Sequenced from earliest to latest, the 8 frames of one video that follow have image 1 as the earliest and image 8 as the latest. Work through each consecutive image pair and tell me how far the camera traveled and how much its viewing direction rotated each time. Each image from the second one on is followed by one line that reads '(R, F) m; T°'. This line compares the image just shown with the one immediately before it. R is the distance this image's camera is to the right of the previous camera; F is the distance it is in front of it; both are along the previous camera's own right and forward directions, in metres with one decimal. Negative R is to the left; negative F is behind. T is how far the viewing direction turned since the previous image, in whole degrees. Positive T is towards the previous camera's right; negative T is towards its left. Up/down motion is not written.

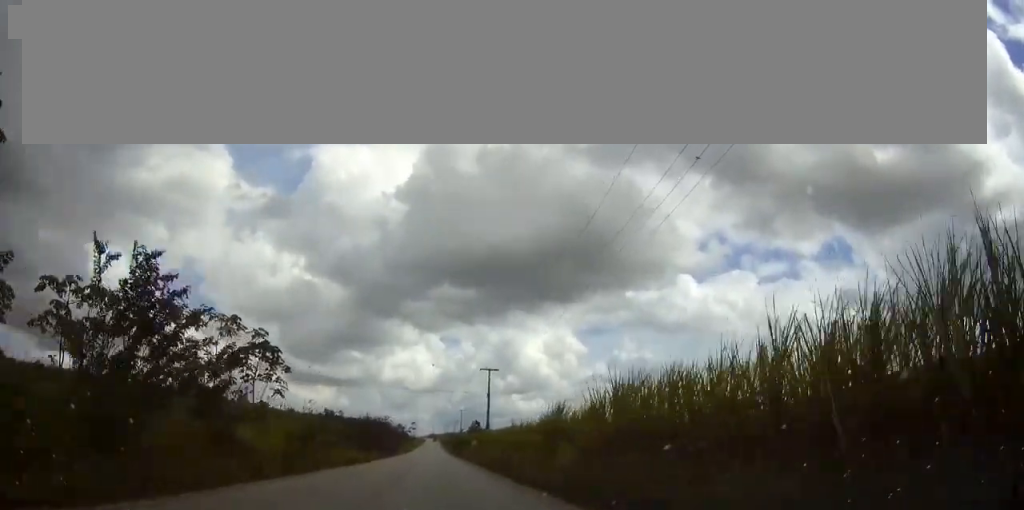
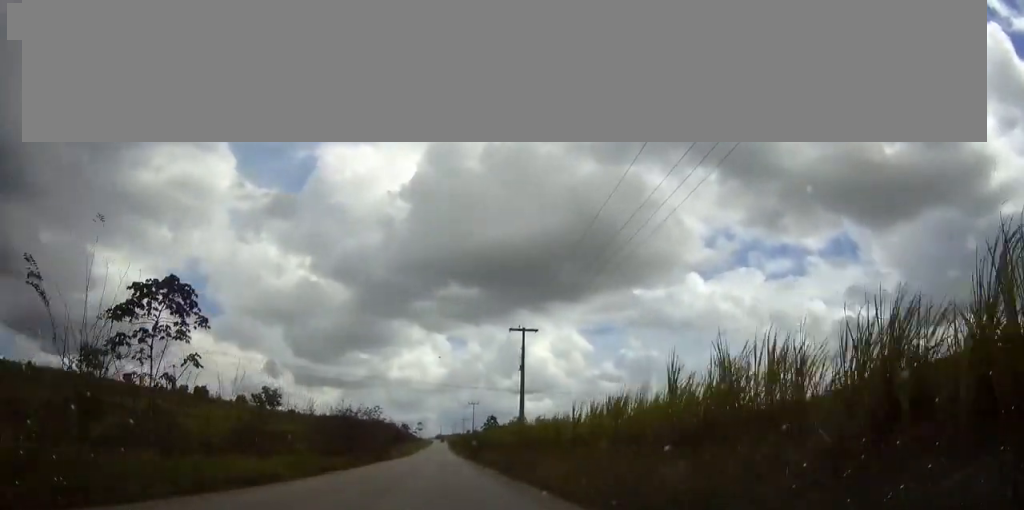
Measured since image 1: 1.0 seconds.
(+0.1, +22.9) m; 0°
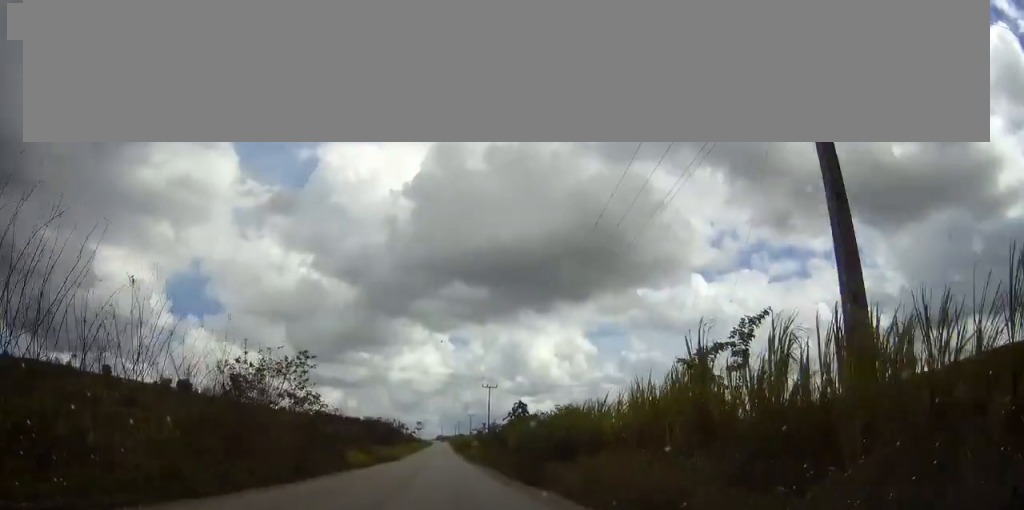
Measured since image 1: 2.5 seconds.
(-0.4, +36.3) m; -1°
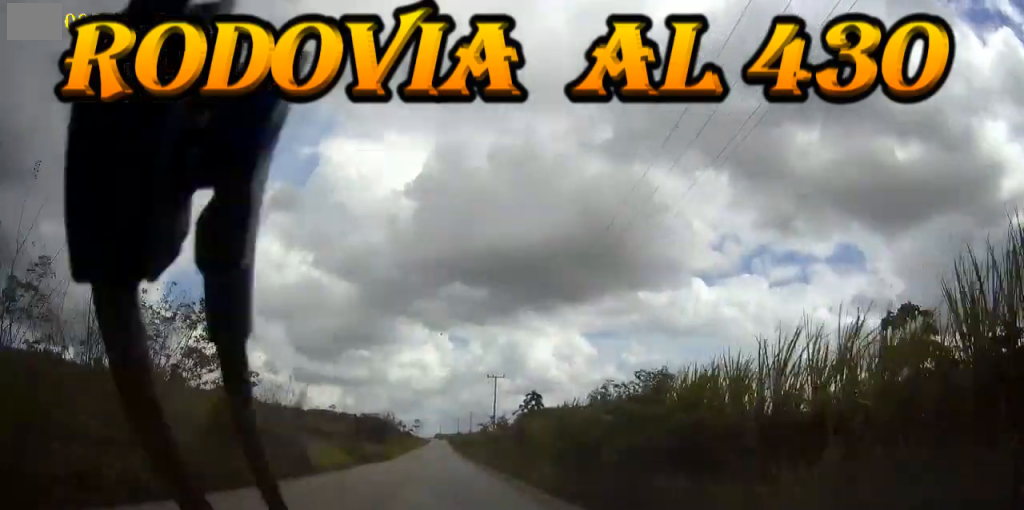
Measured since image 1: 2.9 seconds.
(0.0, +11.5) m; 0°
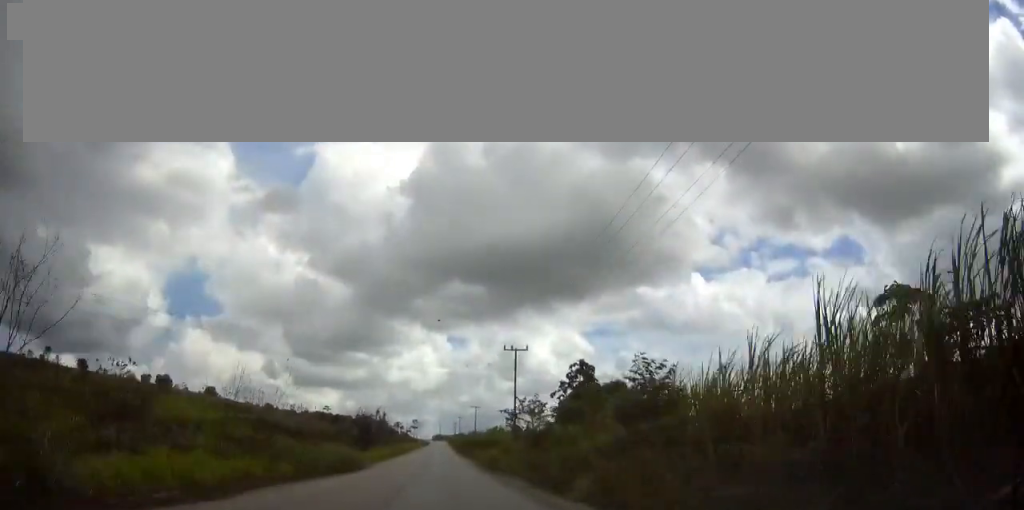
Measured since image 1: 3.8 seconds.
(+0.1, +21.4) m; 0°
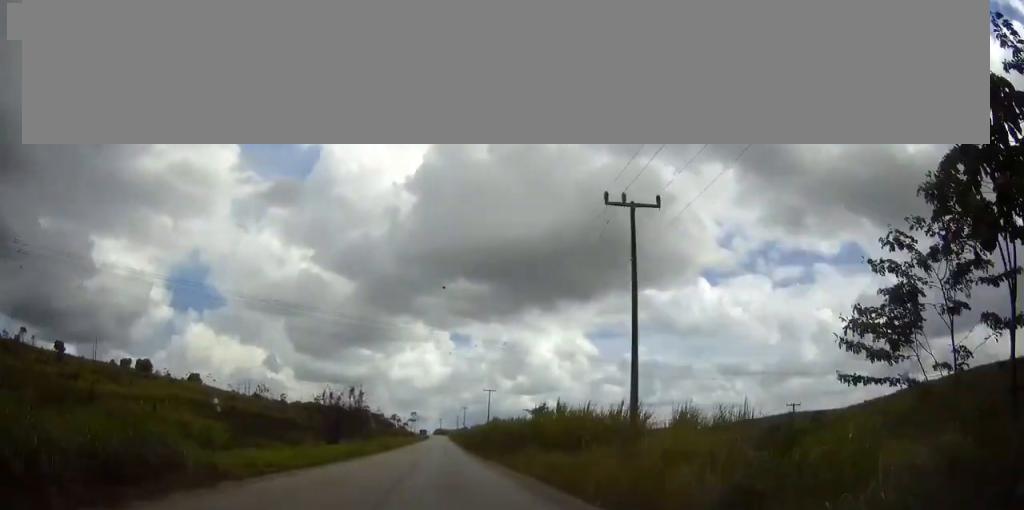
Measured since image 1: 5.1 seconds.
(-0.1, +34.3) m; 0°
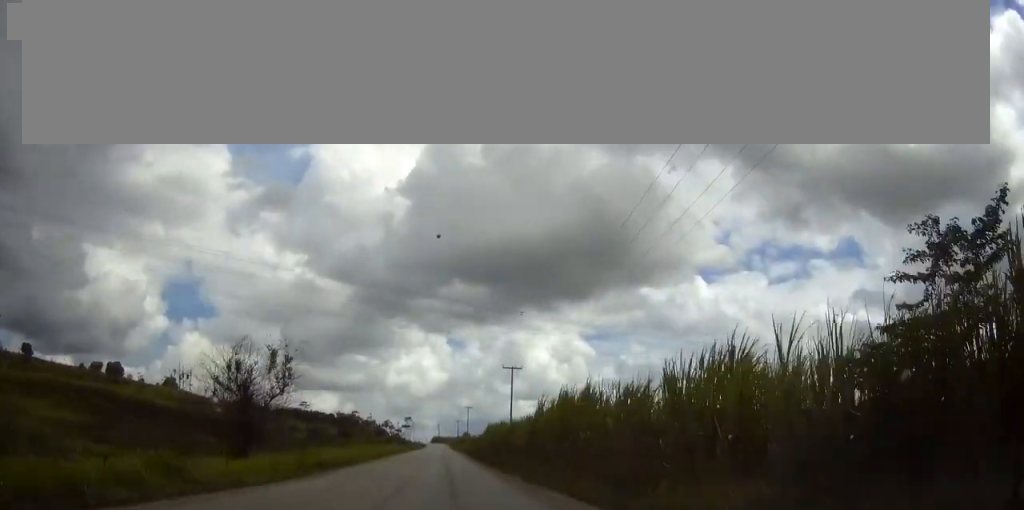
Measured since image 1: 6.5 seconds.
(+0.1, +35.5) m; 0°
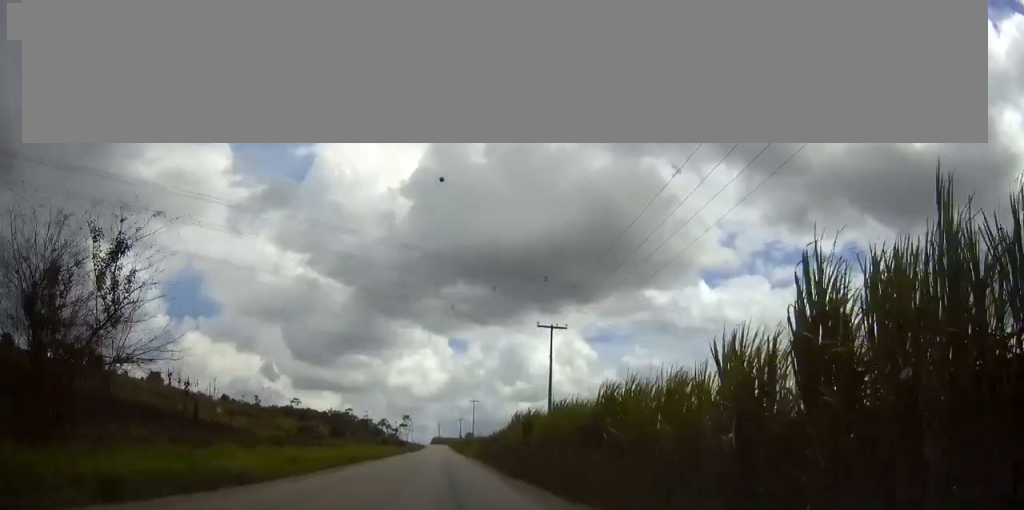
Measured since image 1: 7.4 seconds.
(0.0, +22.7) m; 0°
